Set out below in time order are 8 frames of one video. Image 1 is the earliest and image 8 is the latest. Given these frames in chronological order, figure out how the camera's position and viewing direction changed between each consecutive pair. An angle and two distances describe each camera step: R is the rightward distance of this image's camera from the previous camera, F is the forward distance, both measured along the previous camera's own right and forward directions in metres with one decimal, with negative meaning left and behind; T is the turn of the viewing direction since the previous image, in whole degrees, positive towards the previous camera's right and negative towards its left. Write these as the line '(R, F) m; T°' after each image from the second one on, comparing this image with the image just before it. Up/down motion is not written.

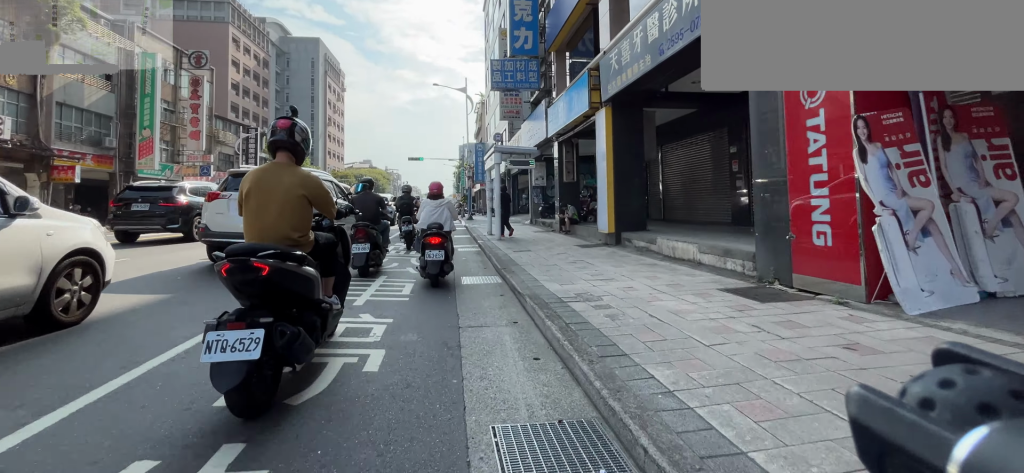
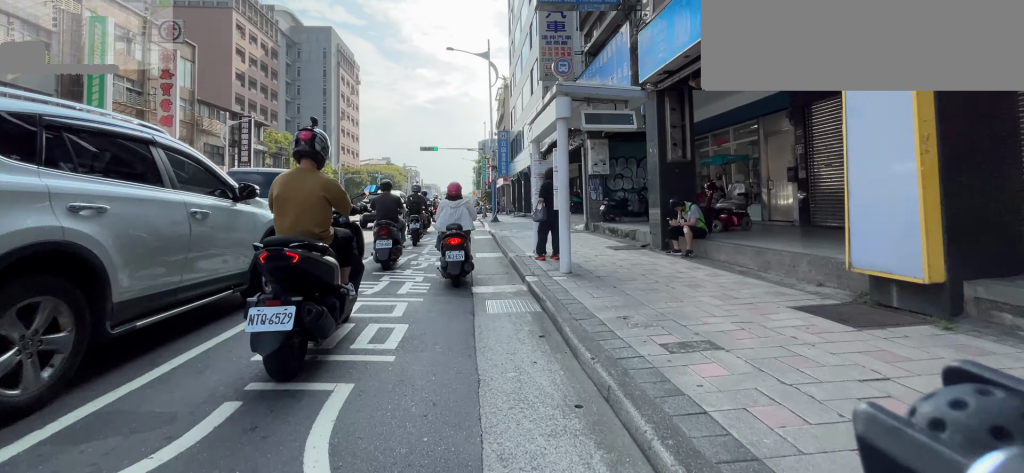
(-0.1, +7.0) m; -2°
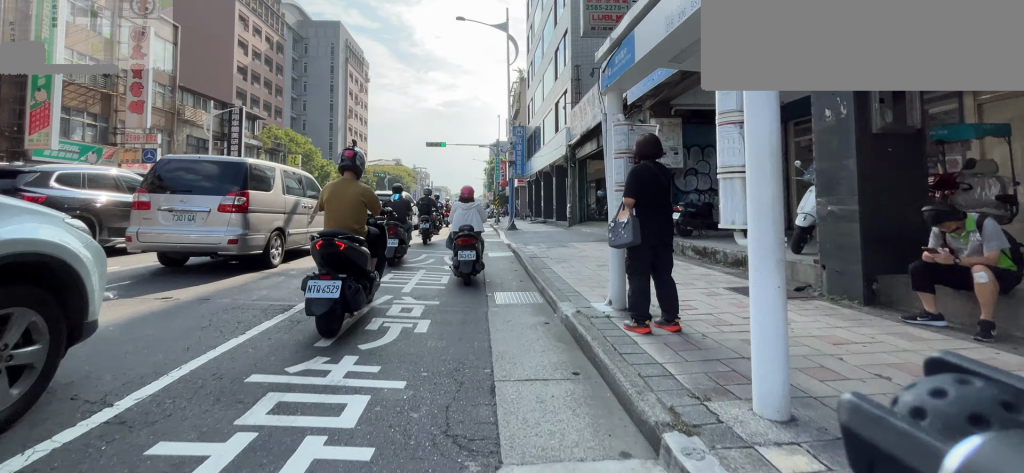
(0.0, +4.7) m; -1°
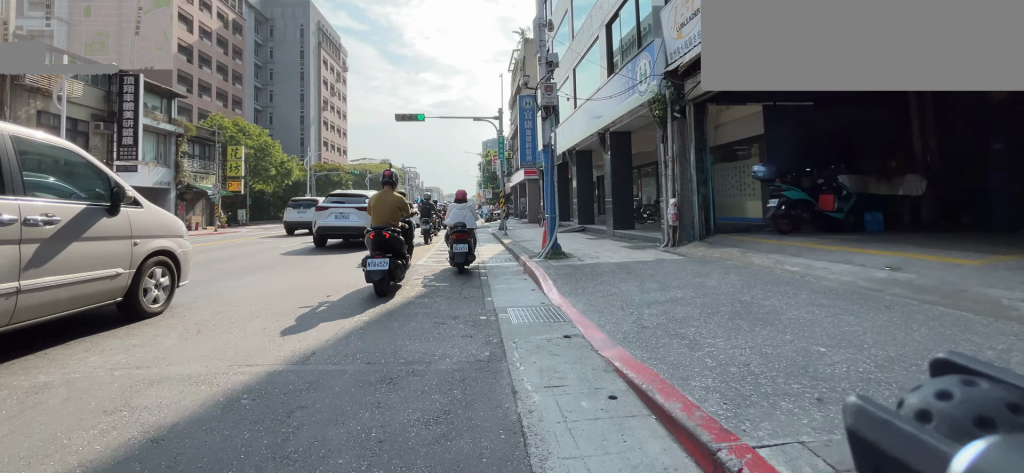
(-0.2, +11.5) m; 0°
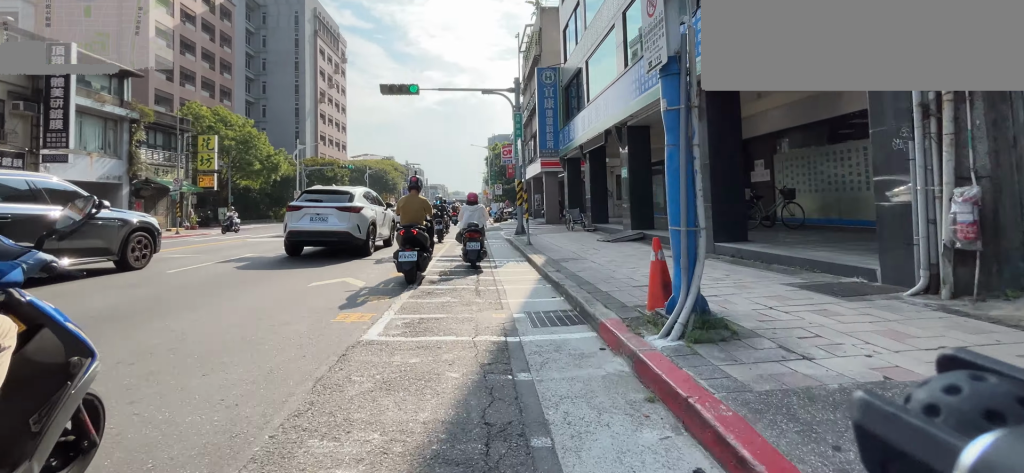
(+0.1, +5.7) m; +1°
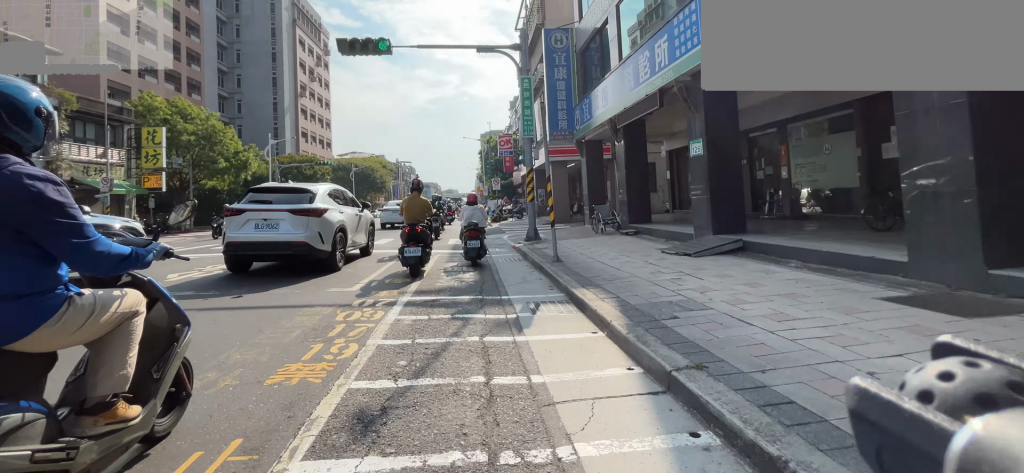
(+0.1, +4.8) m; +1°
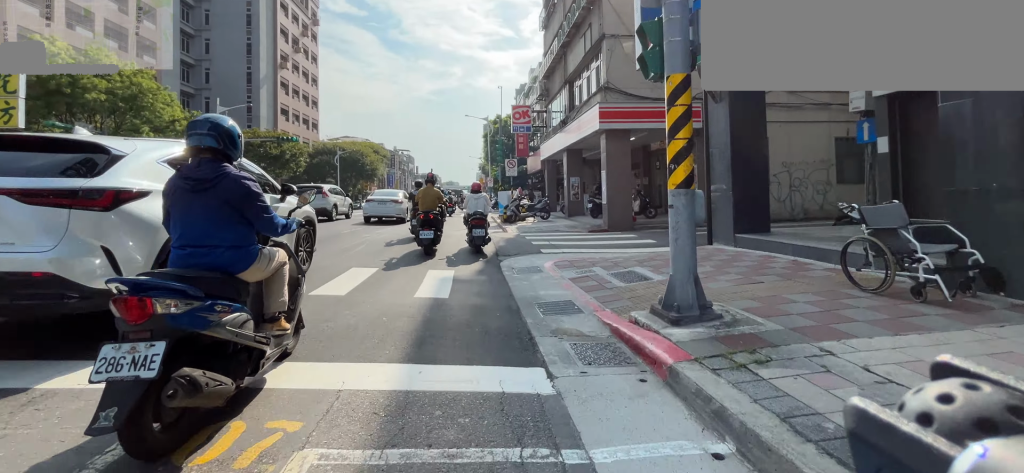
(0.0, +9.5) m; 0°
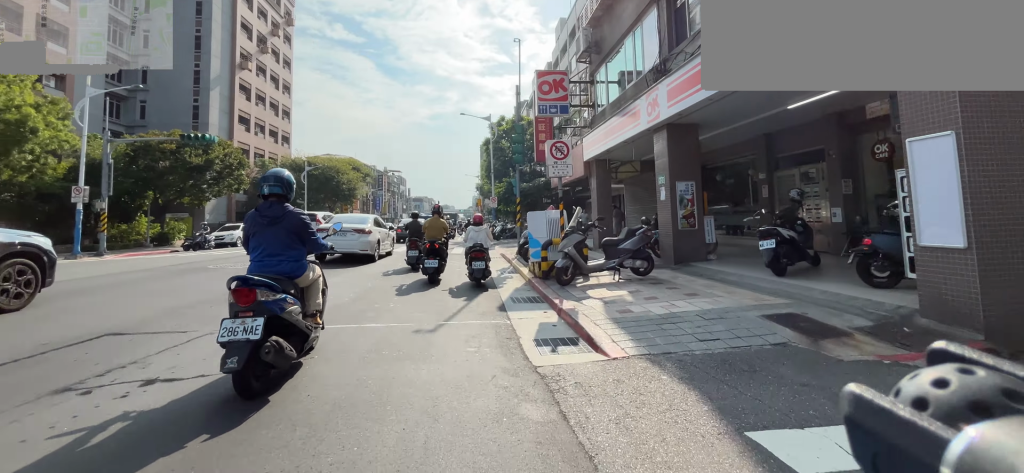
(0.0, +11.3) m; 0°
